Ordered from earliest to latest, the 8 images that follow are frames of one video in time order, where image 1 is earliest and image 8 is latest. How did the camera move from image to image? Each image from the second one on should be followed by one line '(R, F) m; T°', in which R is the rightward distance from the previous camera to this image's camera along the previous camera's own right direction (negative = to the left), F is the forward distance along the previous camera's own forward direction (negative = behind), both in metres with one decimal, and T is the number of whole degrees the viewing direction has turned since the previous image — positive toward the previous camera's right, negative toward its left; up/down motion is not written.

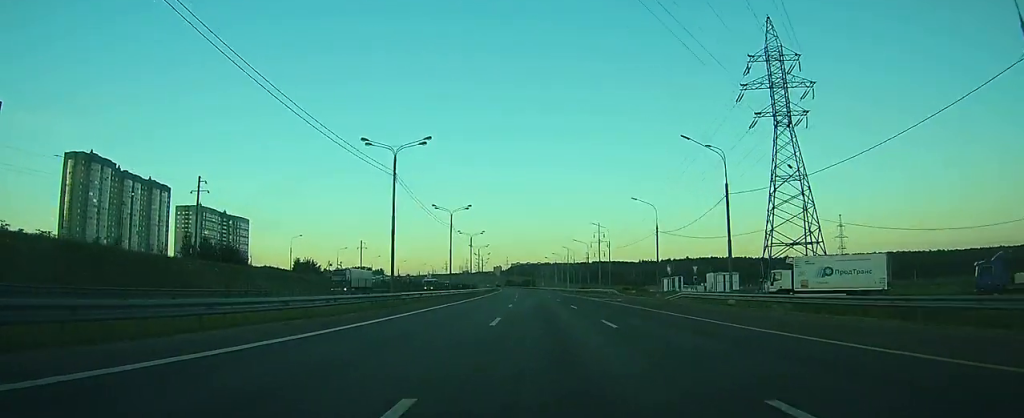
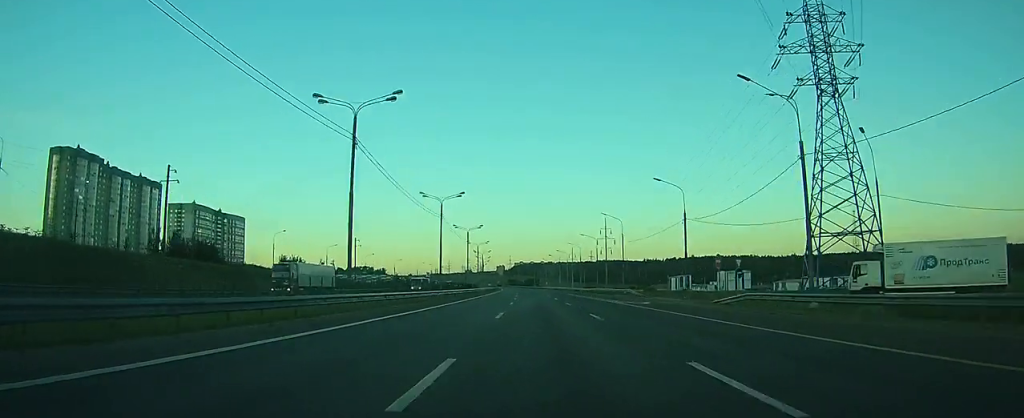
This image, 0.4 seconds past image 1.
(-0.1, +12.7) m; 0°
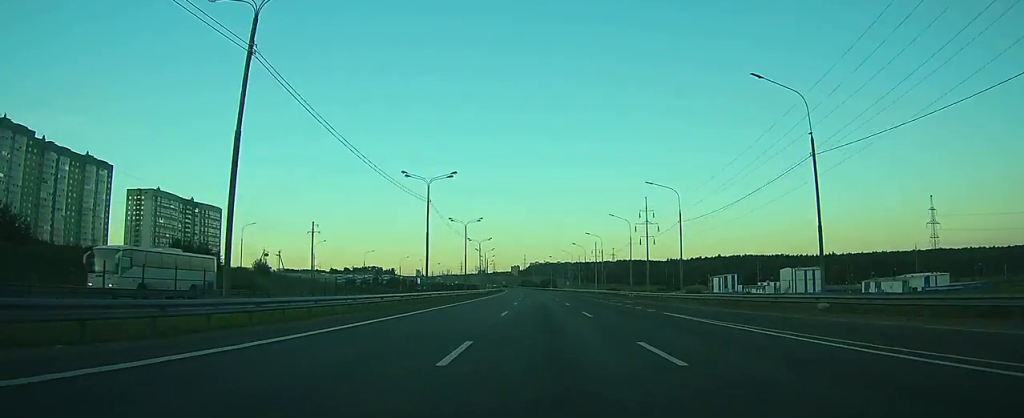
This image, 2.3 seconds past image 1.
(-0.1, +60.6) m; -3°
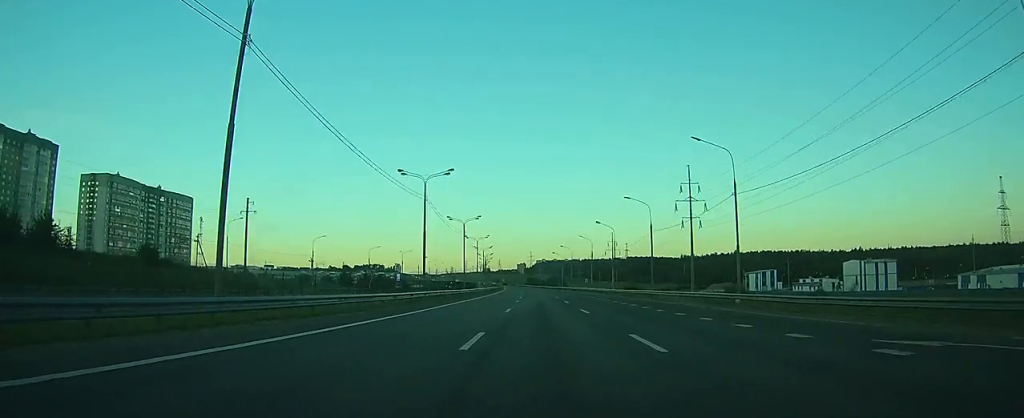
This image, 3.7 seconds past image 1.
(-2.4, +45.6) m; -3°
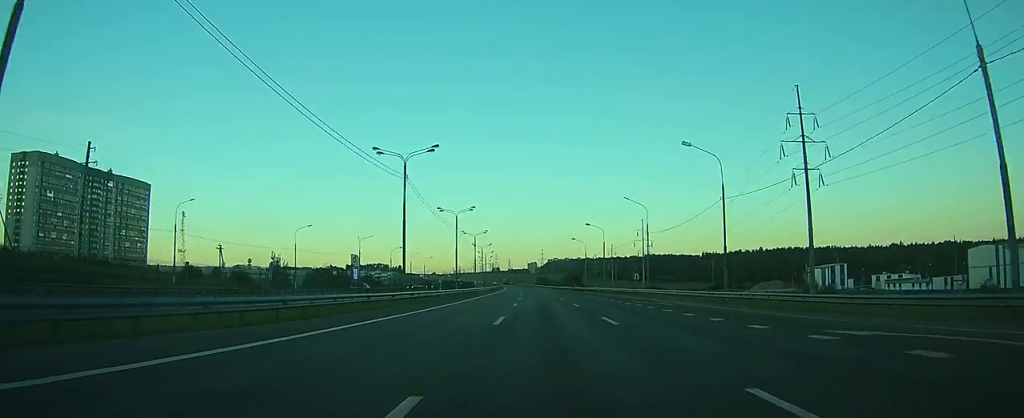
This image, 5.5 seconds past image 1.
(+0.8, +56.8) m; +1°
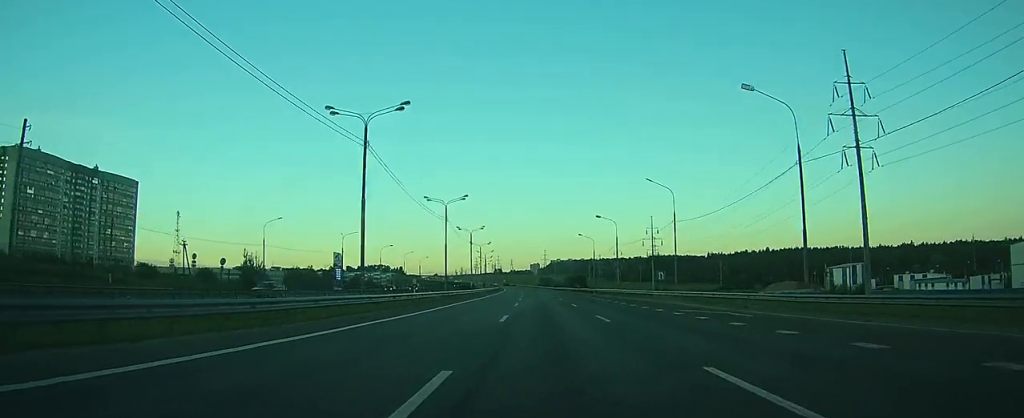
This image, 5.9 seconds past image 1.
(0.0, +14.1) m; 0°
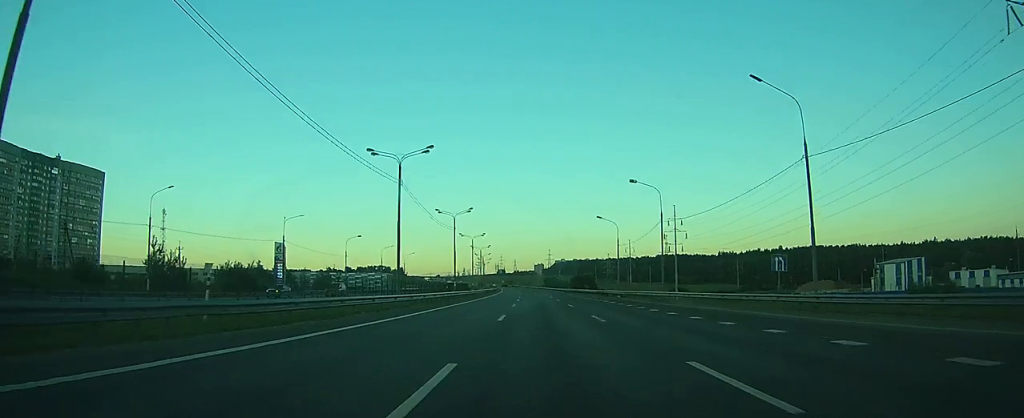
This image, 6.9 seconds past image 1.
(+0.1, +31.7) m; 0°
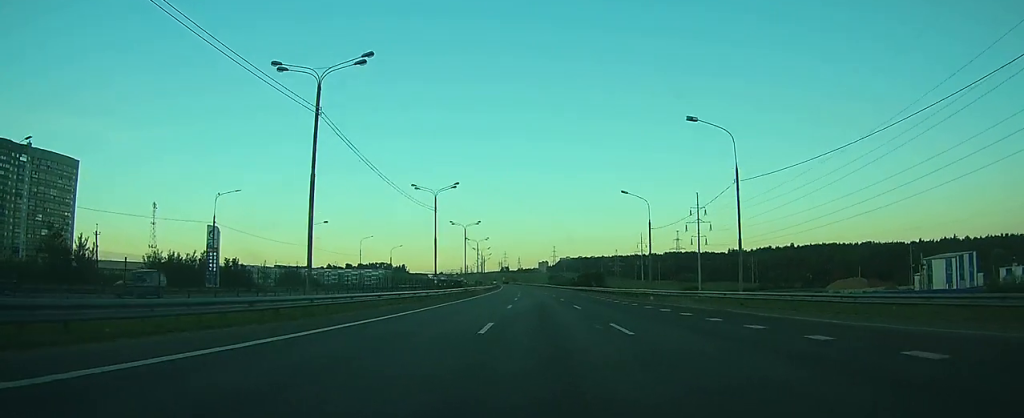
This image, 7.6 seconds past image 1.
(0.0, +23.1) m; 0°
